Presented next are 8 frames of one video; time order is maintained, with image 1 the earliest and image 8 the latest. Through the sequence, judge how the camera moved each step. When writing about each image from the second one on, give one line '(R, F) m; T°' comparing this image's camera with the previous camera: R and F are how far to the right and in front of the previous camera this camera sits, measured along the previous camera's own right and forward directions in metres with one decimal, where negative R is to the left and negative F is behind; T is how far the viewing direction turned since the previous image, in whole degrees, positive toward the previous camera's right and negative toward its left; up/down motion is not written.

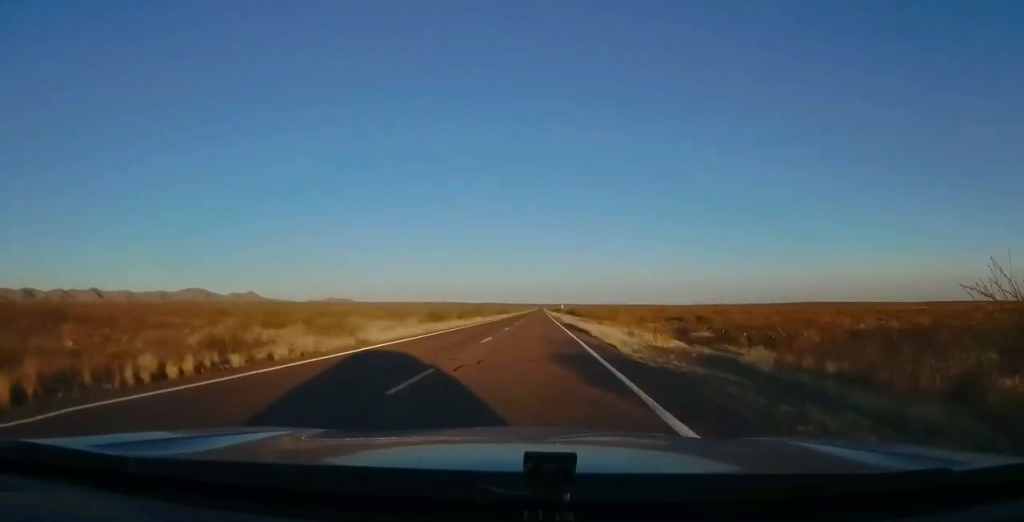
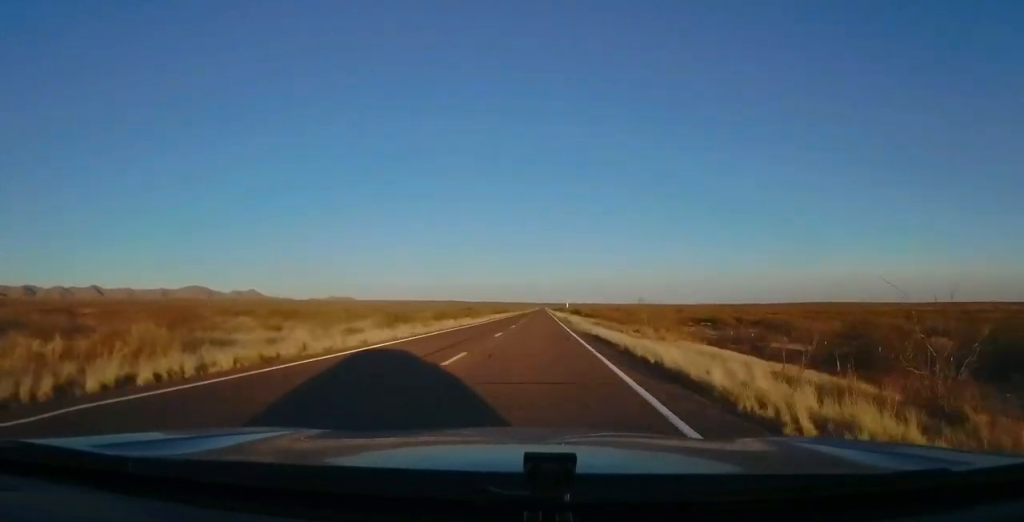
(0.0, +20.6) m; 0°
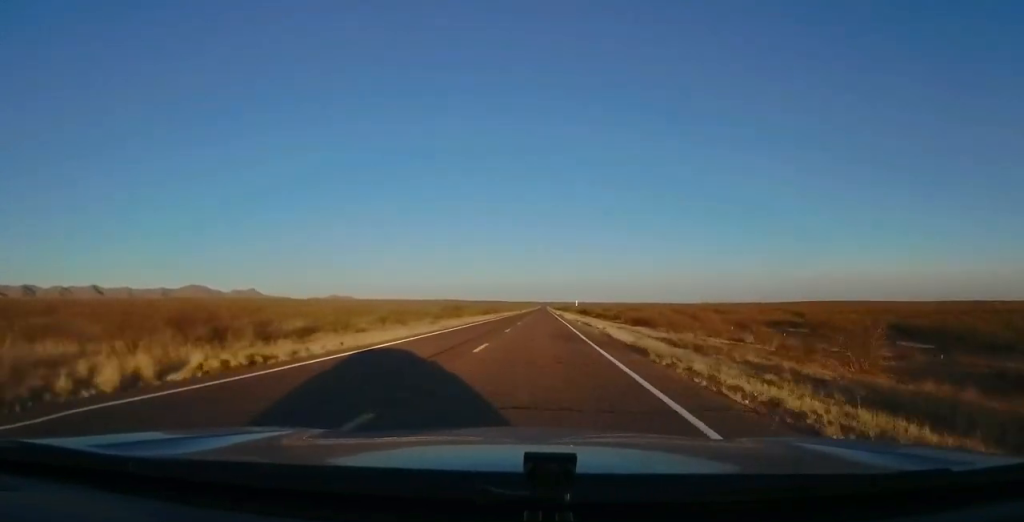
(-0.2, +33.2) m; -1°
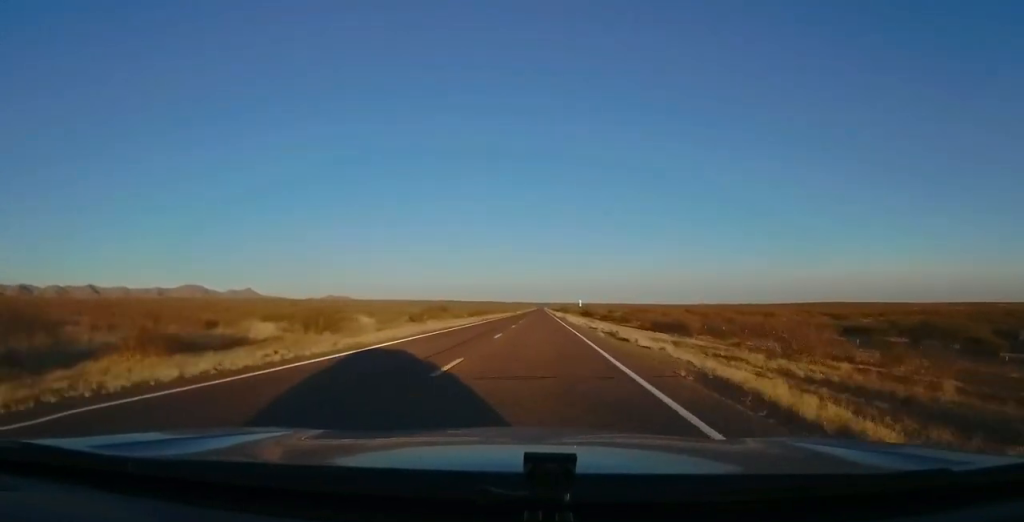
(-0.4, +17.6) m; 0°
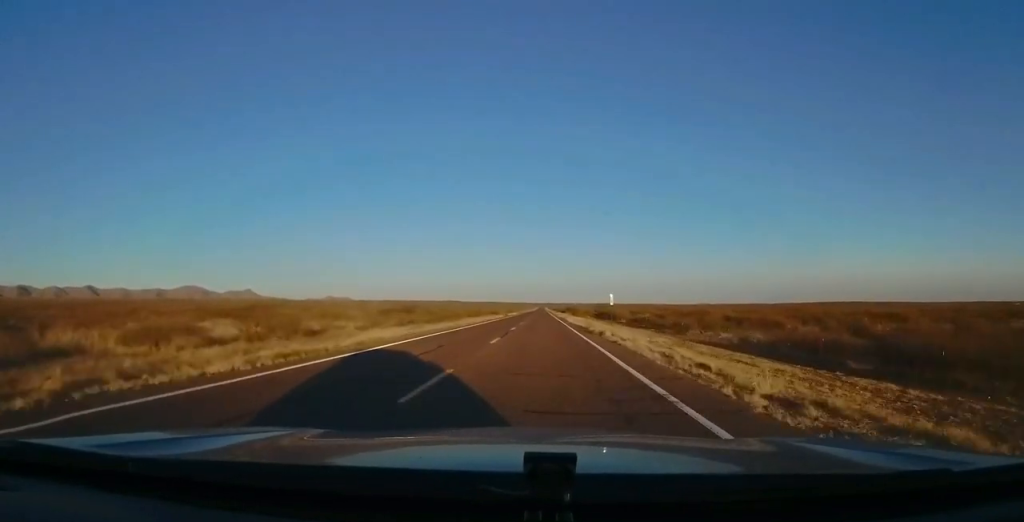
(+0.7, +39.0) m; +1°
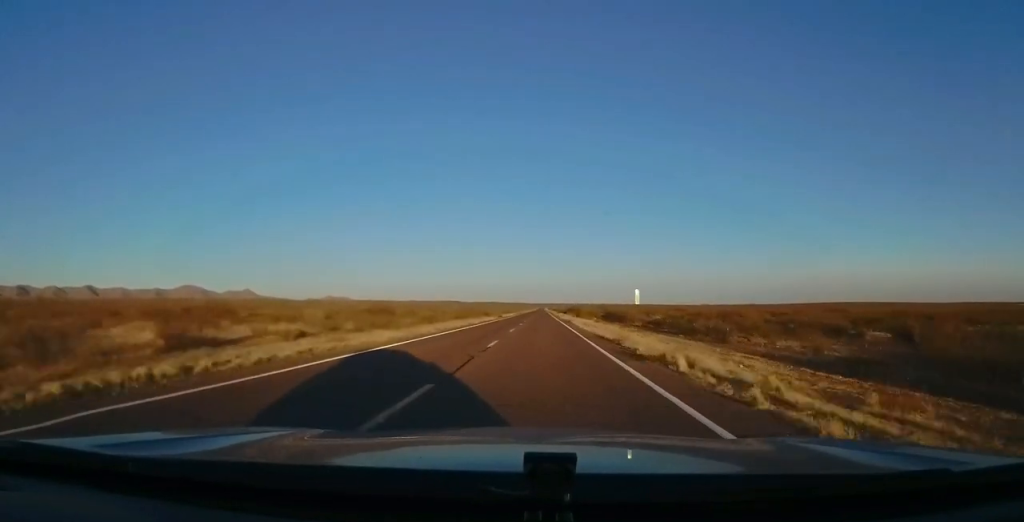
(0.0, +13.6) m; 0°
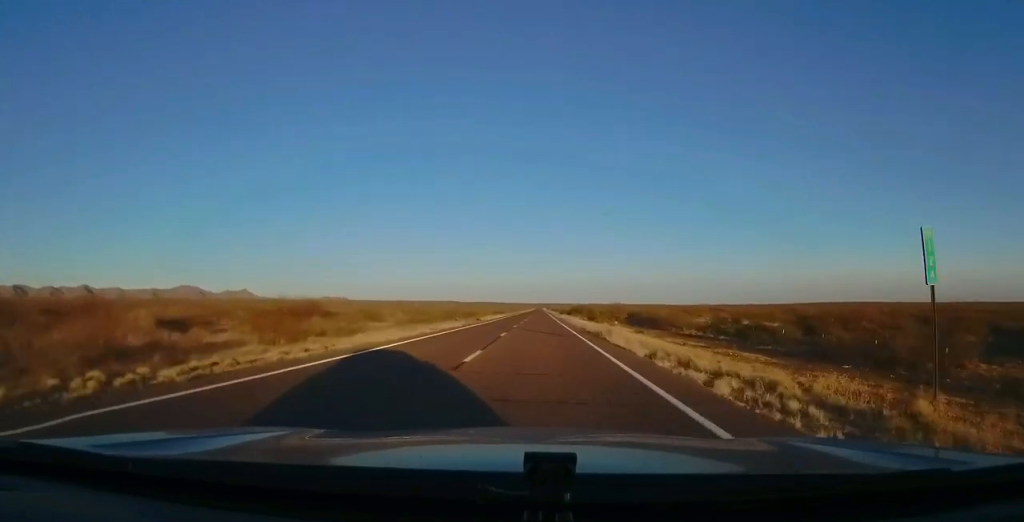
(0.0, +29.2) m; 0°
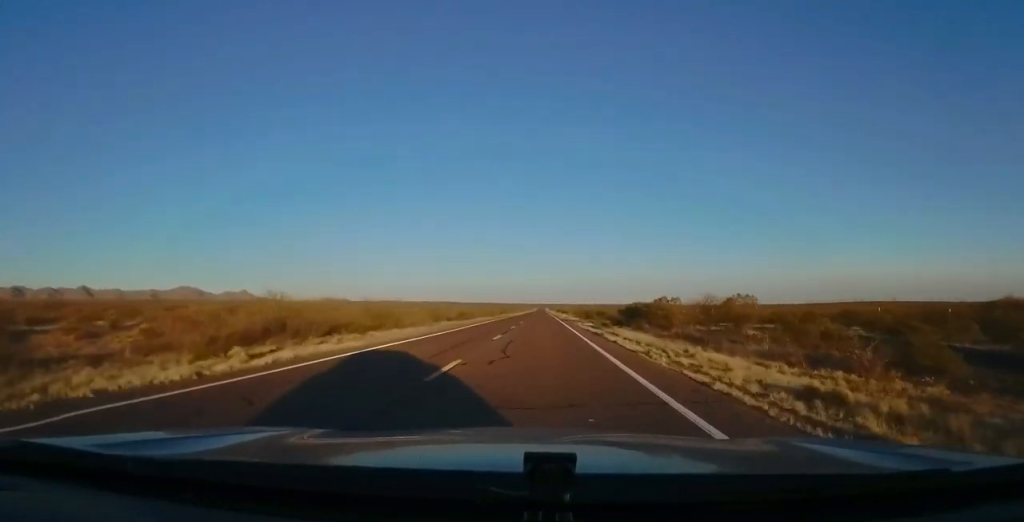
(-0.6, +76.0) m; -1°
